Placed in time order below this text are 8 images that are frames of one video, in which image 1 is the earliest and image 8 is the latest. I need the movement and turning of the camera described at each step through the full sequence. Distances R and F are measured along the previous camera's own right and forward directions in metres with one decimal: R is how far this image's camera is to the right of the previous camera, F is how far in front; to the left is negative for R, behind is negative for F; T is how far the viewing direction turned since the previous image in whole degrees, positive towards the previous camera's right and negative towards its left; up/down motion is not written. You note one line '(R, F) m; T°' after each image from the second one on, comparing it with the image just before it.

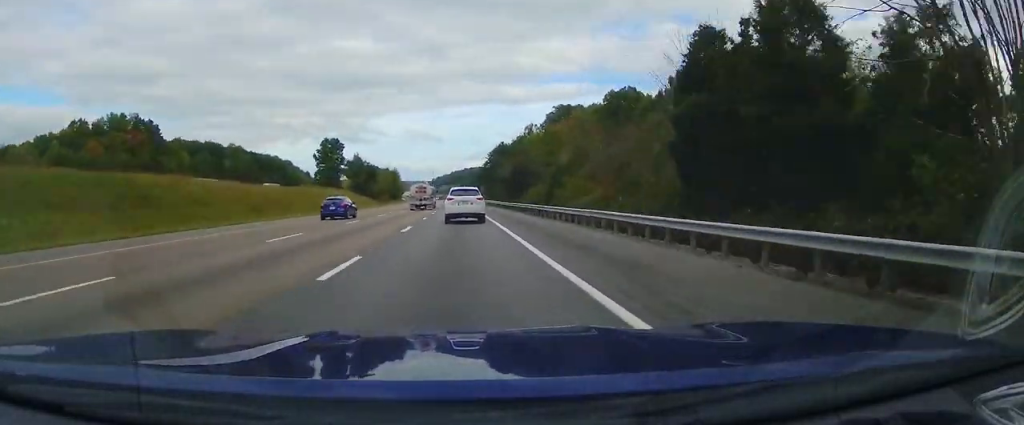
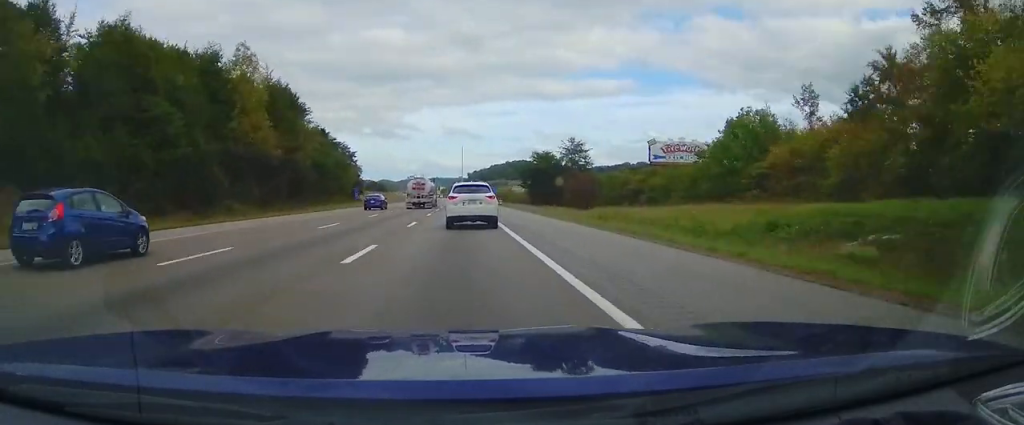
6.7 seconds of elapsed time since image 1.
(-7.0, +209.2) m; -4°
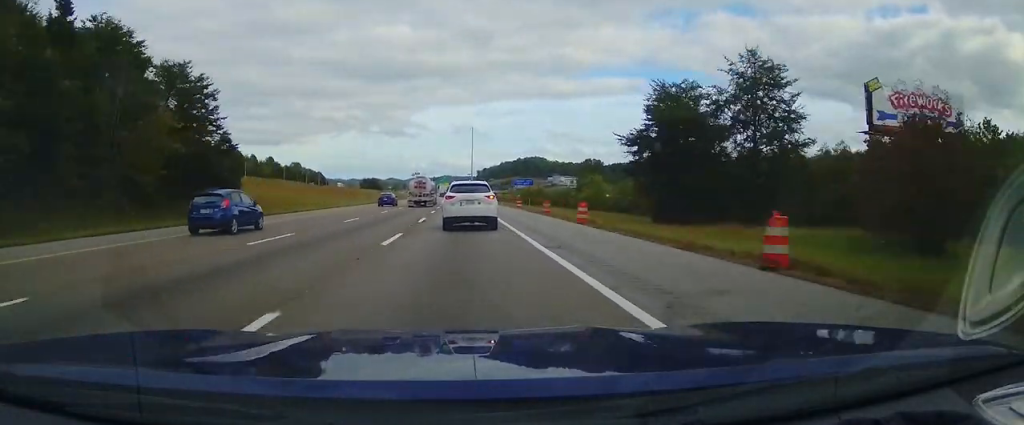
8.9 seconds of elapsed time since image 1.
(-0.3, +69.2) m; -1°
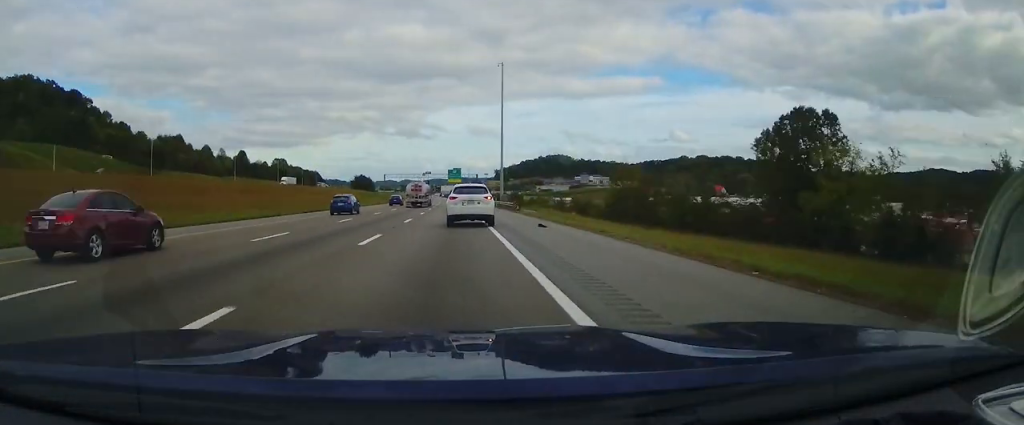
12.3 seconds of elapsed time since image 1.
(-1.7, +90.2) m; -1°
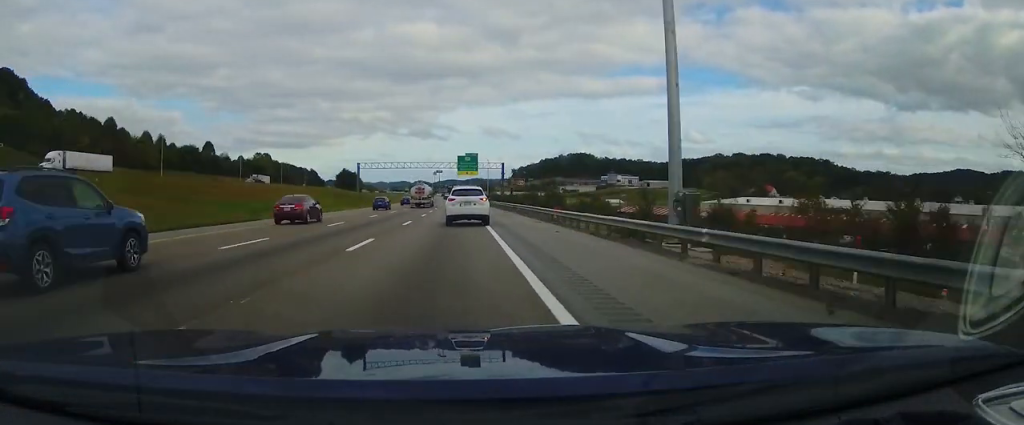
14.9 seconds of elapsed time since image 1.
(-0.4, +73.8) m; -1°
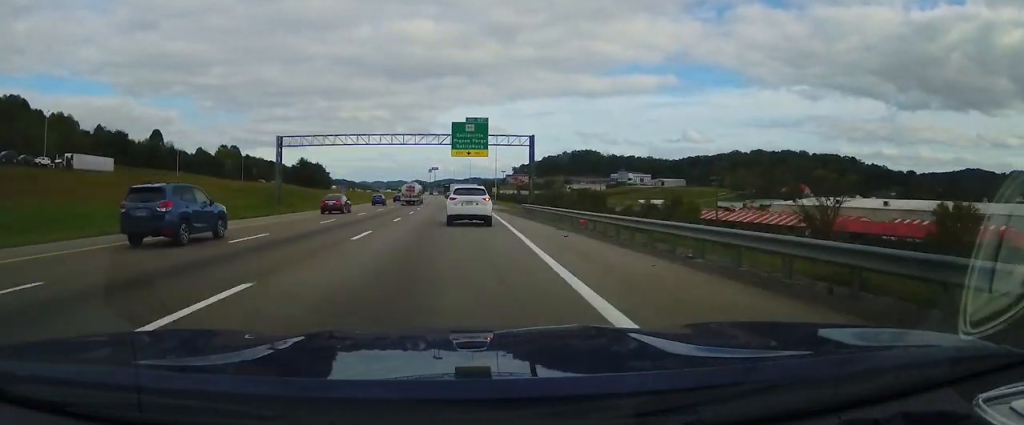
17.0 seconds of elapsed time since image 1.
(+0.6, +56.2) m; -1°
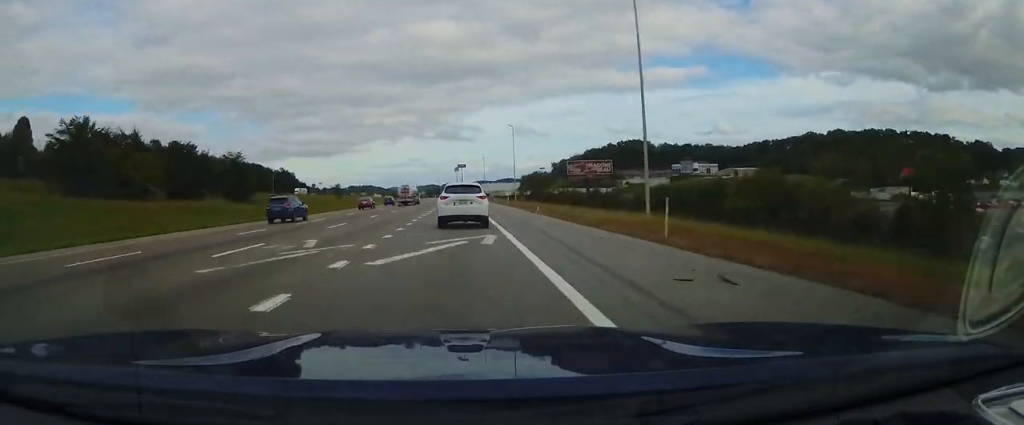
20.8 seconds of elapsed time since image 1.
(-2.5, +108.6) m; -2°
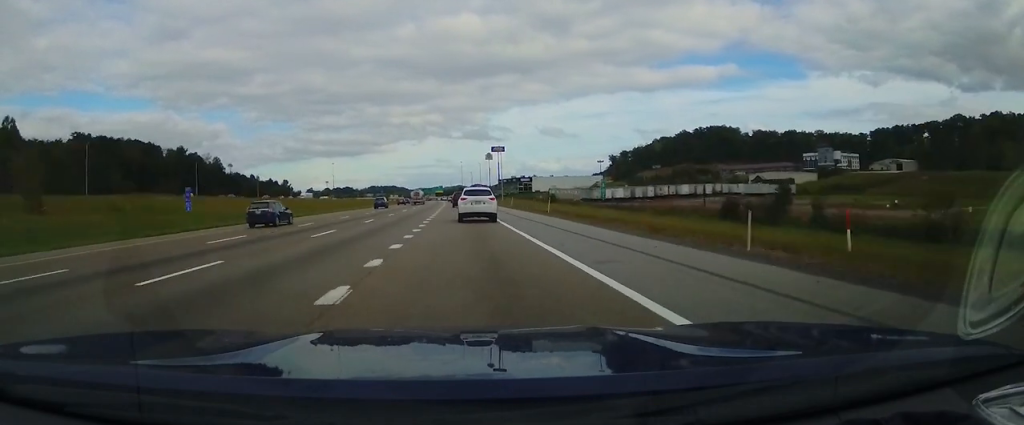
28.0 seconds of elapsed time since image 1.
(-7.7, +196.4) m; -4°
